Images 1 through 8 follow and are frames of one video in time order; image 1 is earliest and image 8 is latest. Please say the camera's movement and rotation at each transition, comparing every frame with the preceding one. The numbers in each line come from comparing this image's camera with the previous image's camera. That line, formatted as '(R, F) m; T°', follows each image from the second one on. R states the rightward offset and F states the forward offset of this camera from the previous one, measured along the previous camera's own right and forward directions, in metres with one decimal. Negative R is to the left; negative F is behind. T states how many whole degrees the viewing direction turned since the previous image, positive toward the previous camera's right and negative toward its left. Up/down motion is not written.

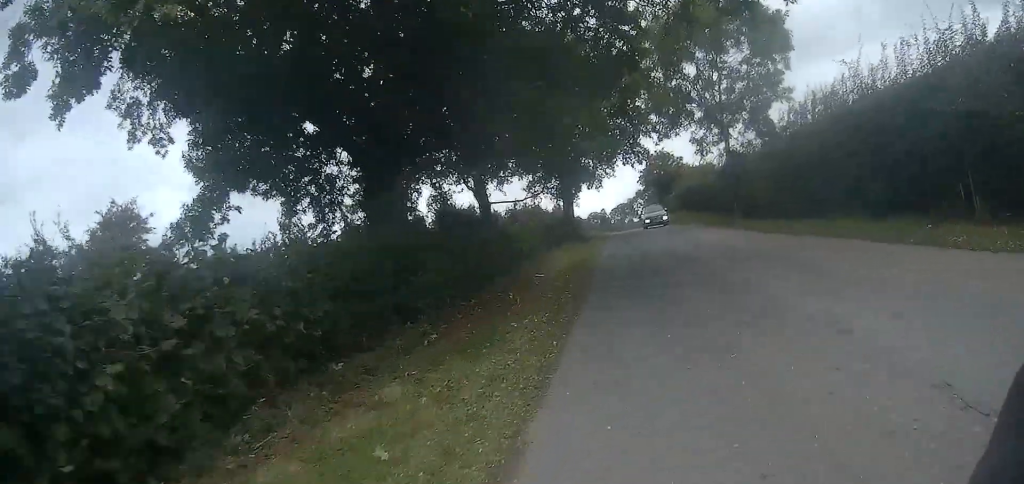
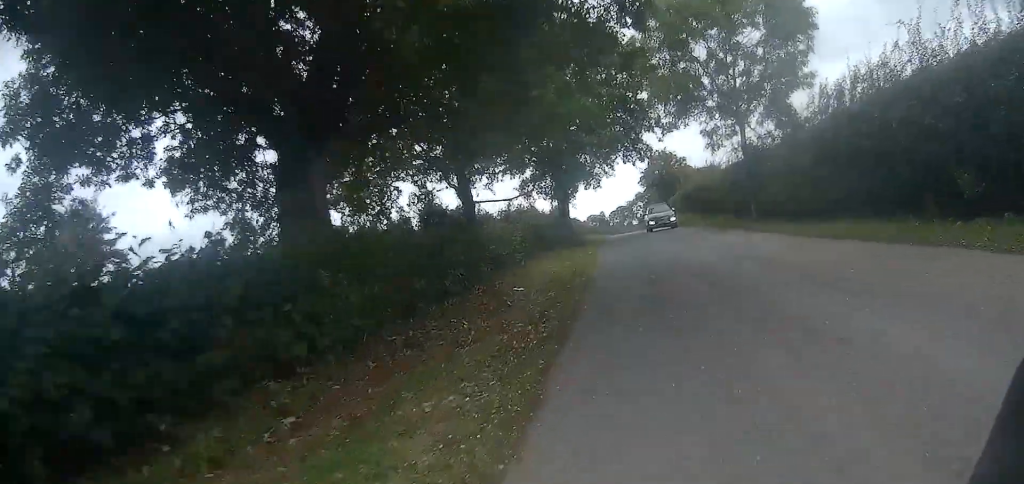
(+0.1, +3.6) m; +1°
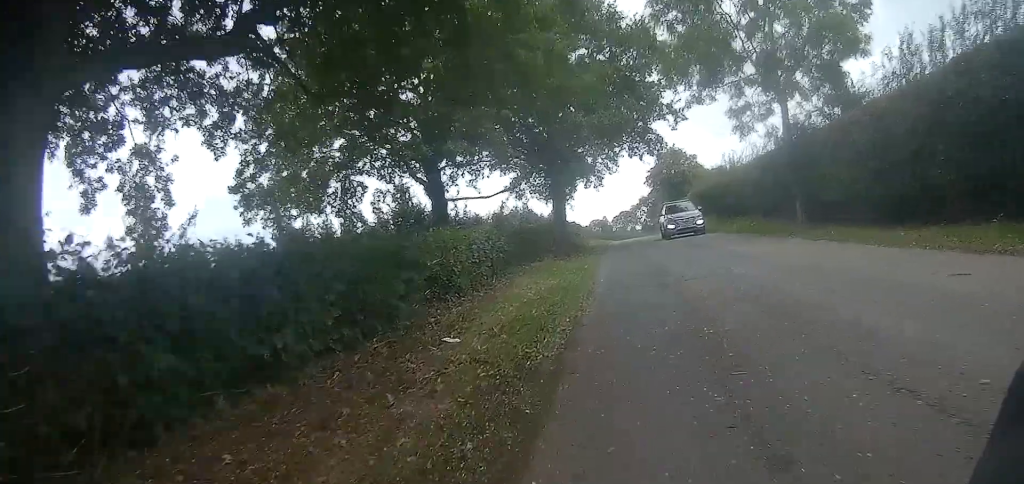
(+0.1, +5.8) m; +1°
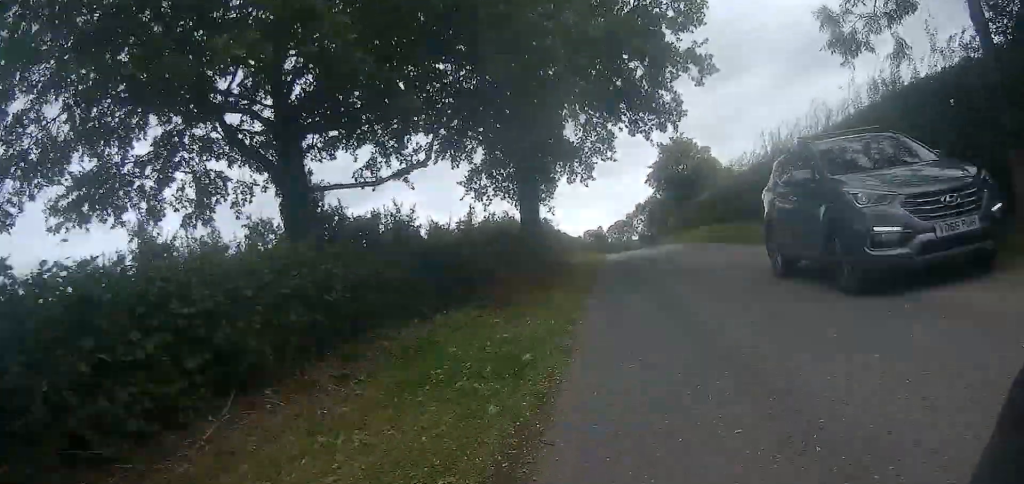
(0.0, +11.4) m; -1°
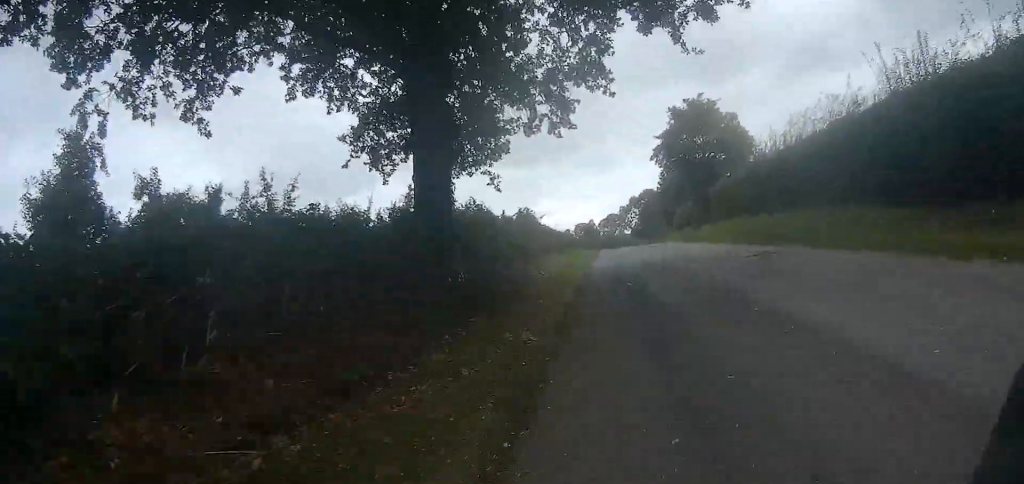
(-0.5, +13.2) m; -4°
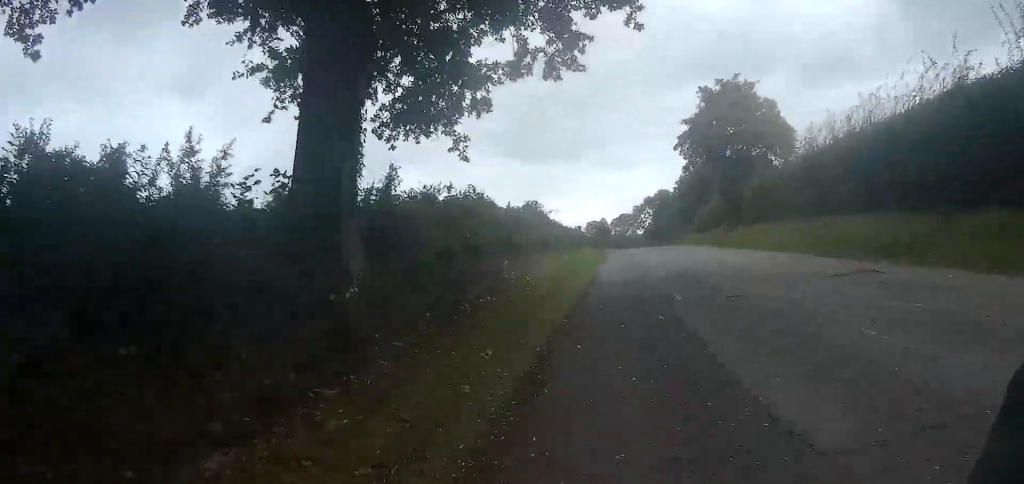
(-0.1, +4.8) m; 0°
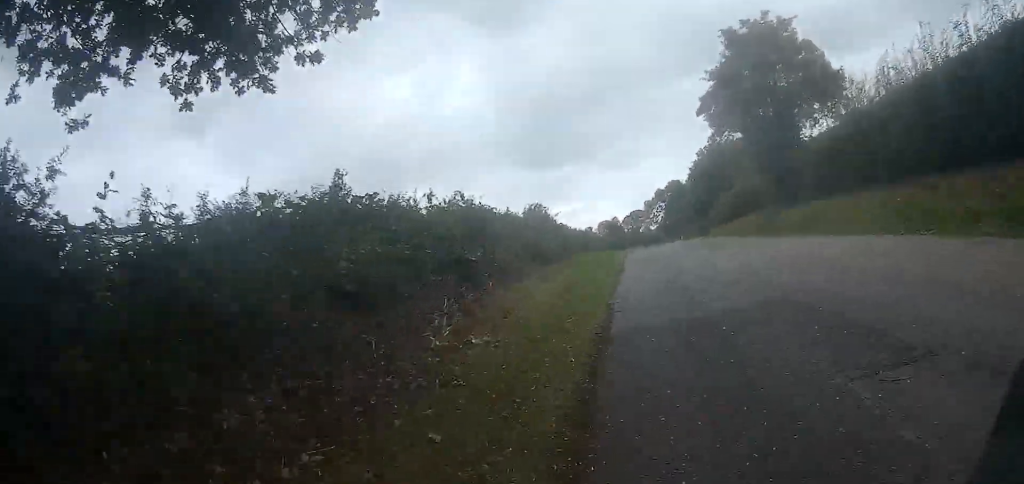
(0.0, +6.3) m; 0°
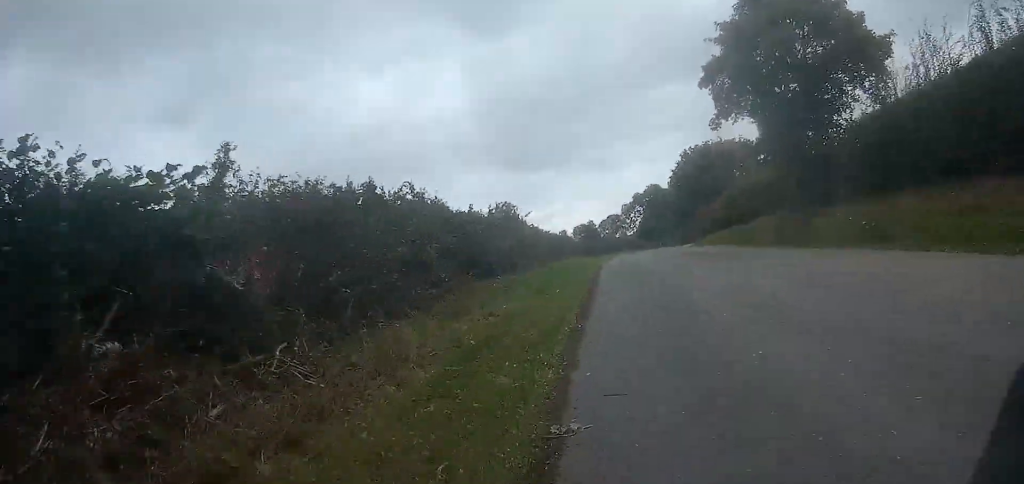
(+0.1, +5.5) m; 0°
